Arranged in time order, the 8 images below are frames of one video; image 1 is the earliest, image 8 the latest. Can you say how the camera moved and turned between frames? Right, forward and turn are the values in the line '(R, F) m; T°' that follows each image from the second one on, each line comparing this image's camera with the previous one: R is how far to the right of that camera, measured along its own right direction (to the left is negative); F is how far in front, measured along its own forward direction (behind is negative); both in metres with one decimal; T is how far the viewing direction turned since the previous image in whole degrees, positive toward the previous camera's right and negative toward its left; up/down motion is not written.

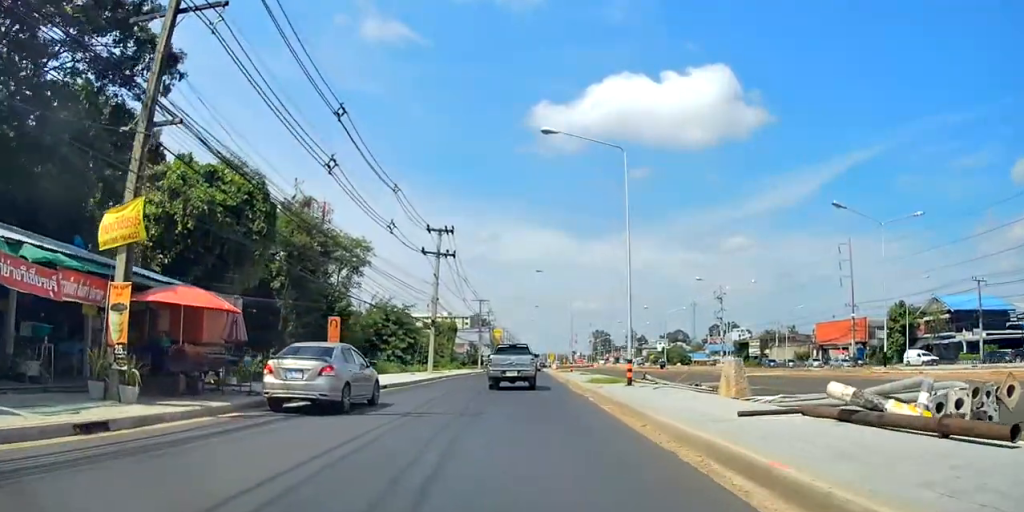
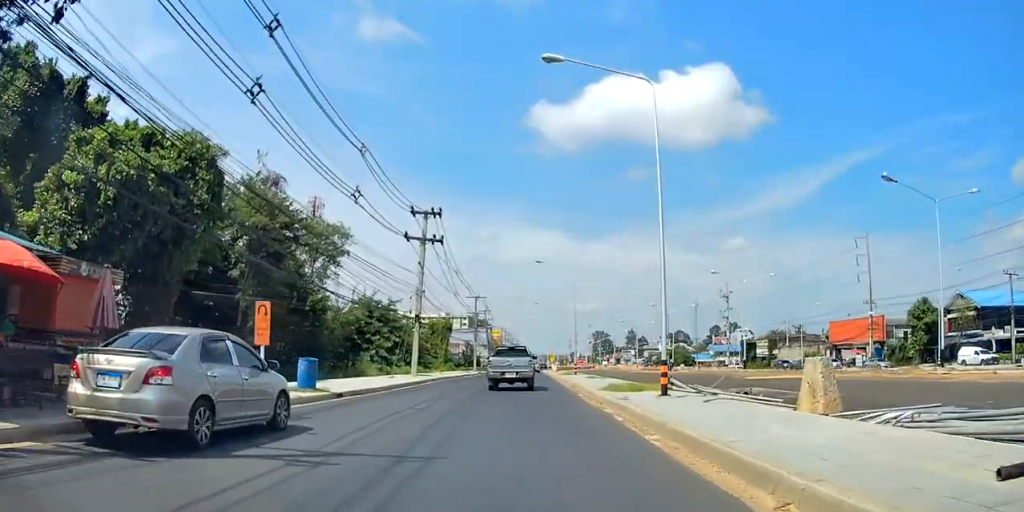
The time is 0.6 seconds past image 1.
(0.0, +6.2) m; 0°
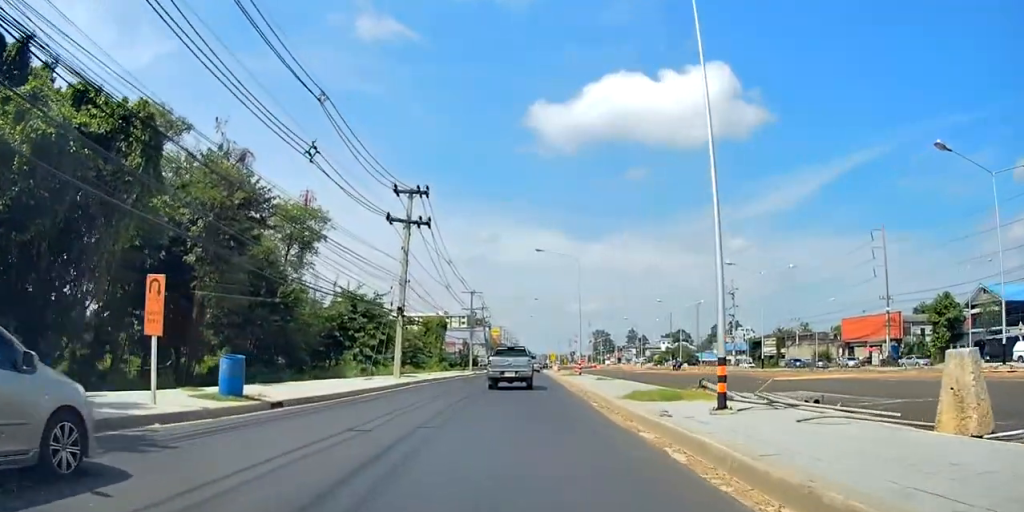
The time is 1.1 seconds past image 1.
(0.0, +5.5) m; 0°
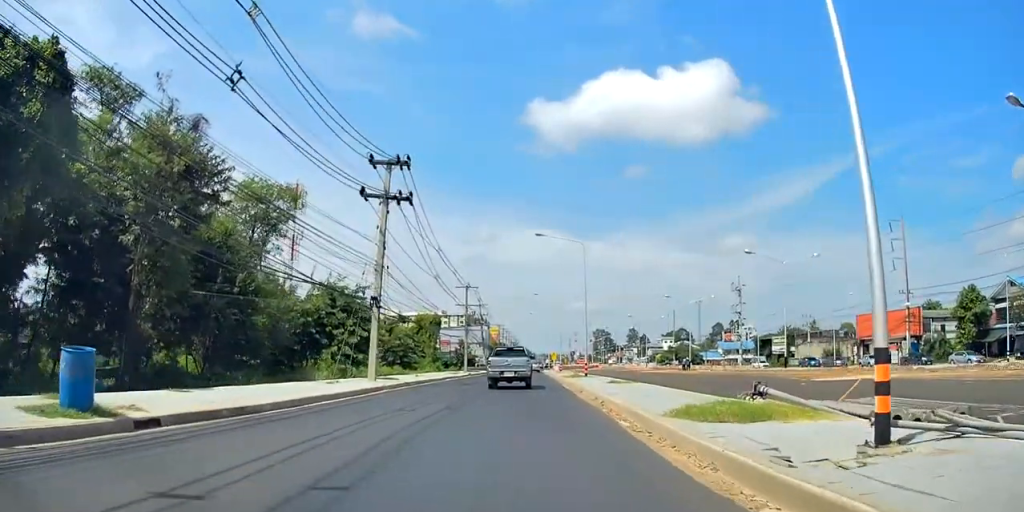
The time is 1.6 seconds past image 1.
(0.0, +5.6) m; +1°
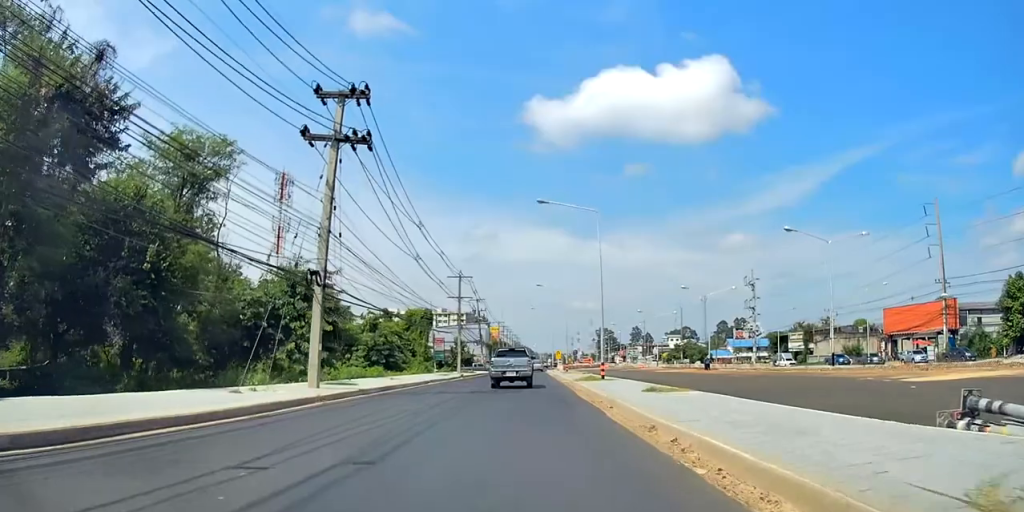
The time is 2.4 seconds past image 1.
(+0.1, +8.7) m; +3°
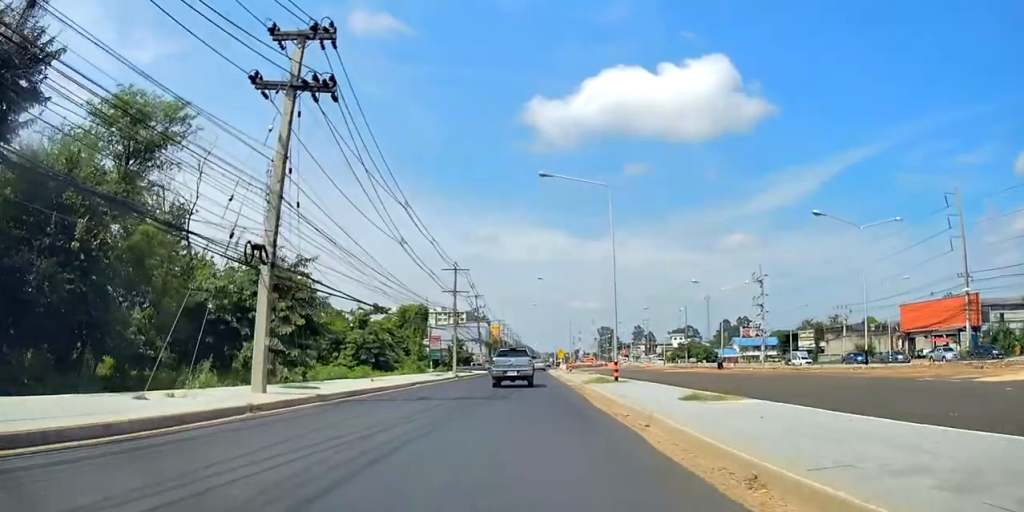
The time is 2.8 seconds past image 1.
(-0.1, +4.7) m; +2°
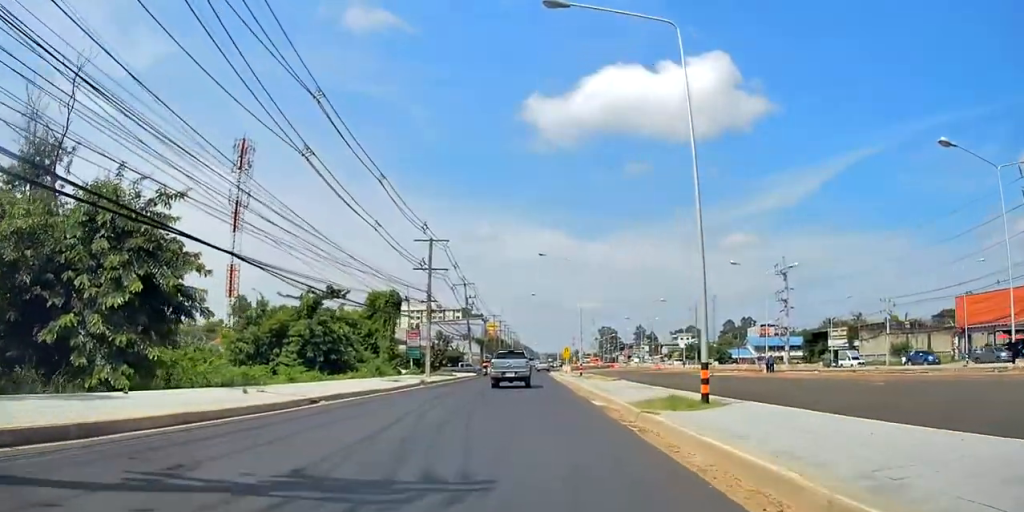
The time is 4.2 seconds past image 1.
(+0.7, +14.8) m; +2°
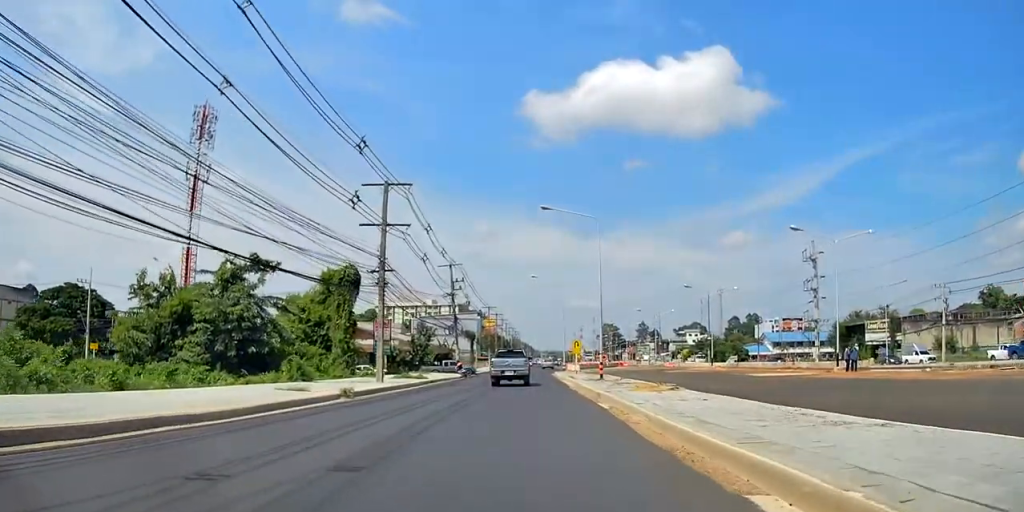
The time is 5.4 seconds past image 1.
(-0.1, +14.5) m; -1°
